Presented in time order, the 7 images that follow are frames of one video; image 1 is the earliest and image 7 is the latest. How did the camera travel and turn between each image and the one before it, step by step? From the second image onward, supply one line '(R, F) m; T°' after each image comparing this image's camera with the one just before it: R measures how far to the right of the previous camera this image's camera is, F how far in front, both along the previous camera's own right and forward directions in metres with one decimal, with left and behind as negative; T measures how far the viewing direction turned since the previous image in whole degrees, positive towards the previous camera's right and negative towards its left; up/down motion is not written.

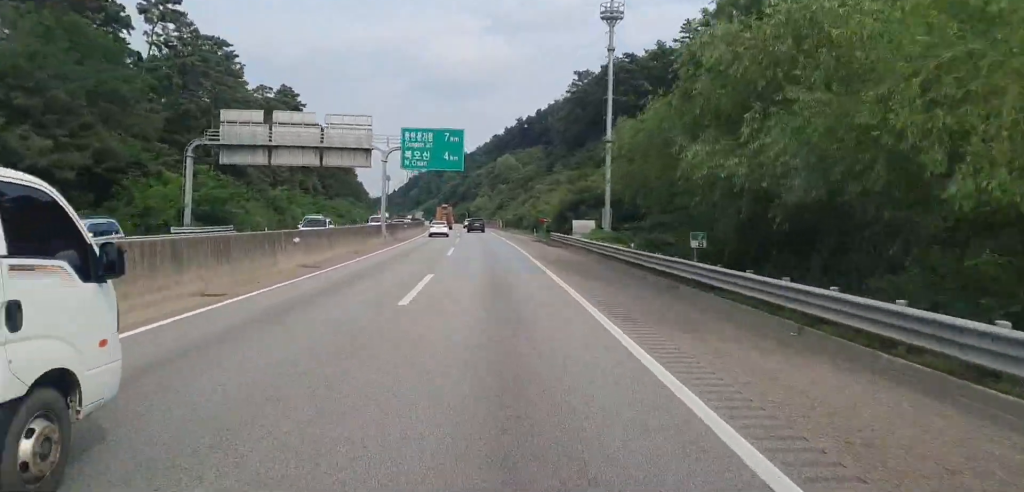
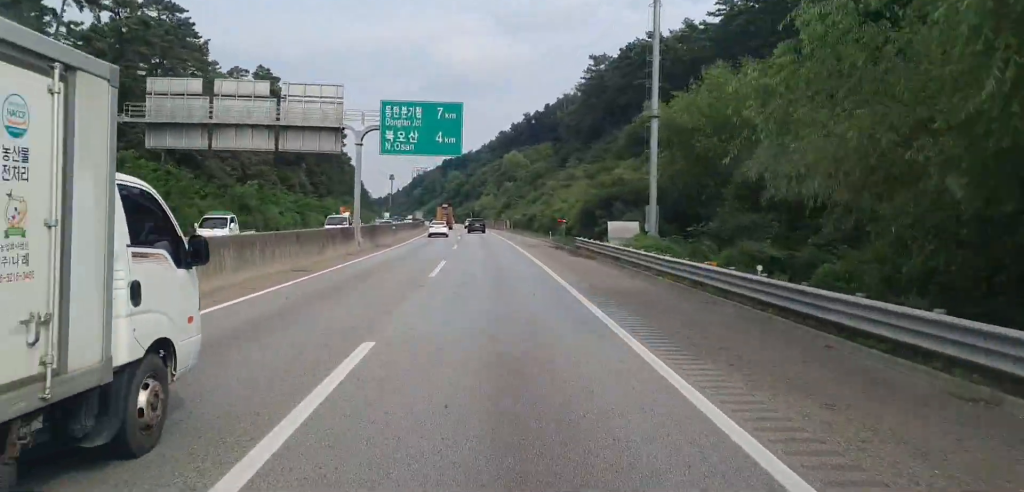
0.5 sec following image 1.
(+0.1, +12.8) m; -1°
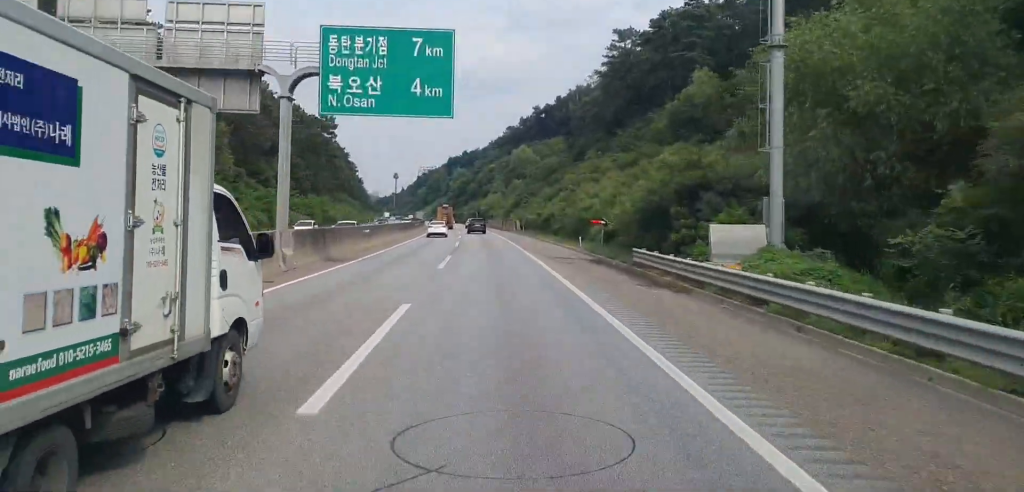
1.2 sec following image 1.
(-0.2, +16.1) m; -1°
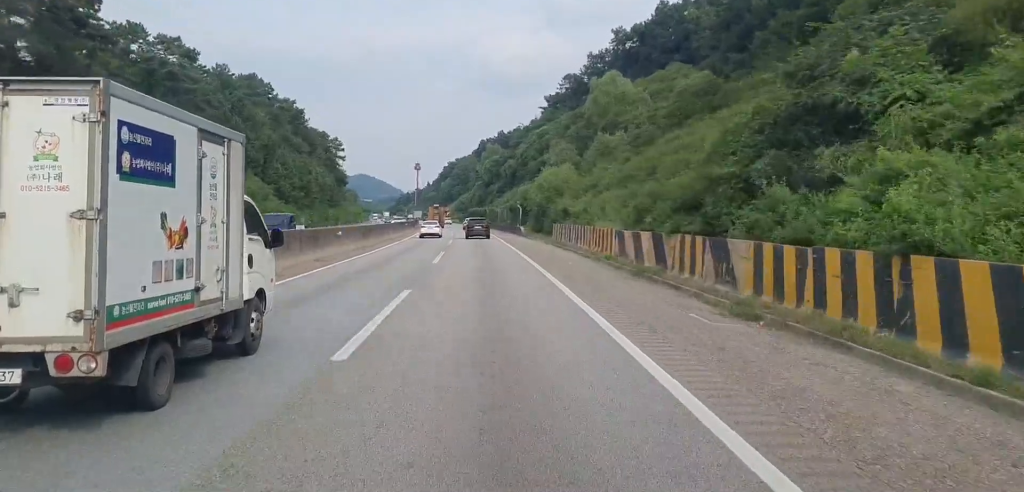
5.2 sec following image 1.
(-1.7, +97.9) m; -3°
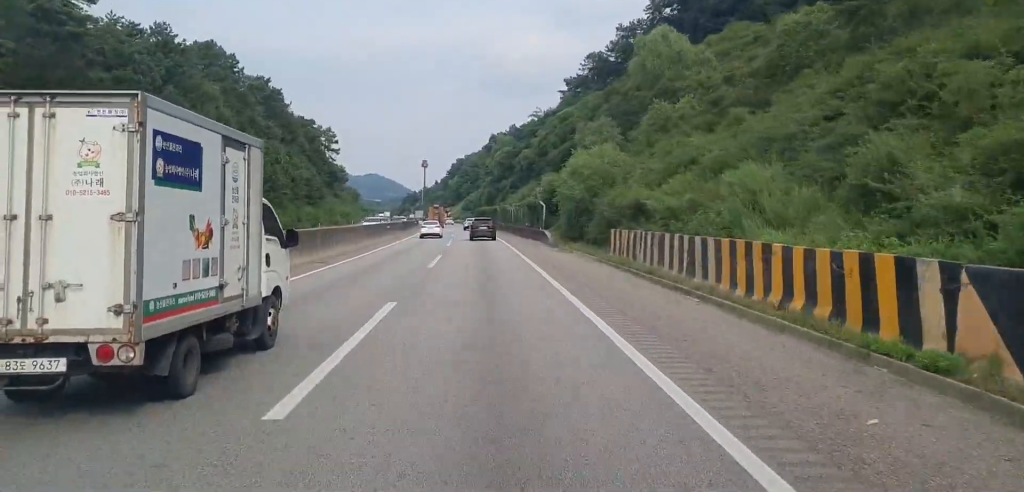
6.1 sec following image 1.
(-0.2, +23.5) m; -1°
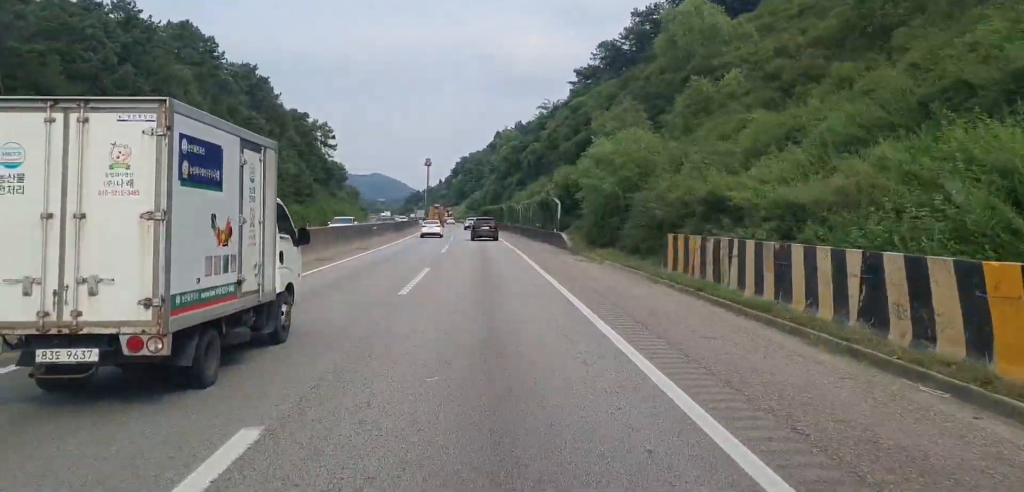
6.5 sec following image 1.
(0.0, +10.1) m; 0°
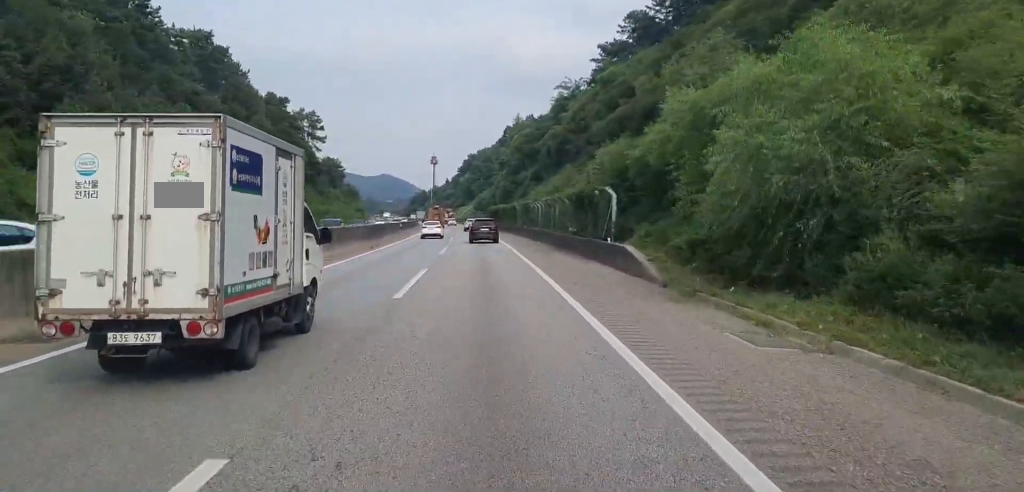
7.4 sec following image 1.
(-0.1, +22.3) m; -1°
